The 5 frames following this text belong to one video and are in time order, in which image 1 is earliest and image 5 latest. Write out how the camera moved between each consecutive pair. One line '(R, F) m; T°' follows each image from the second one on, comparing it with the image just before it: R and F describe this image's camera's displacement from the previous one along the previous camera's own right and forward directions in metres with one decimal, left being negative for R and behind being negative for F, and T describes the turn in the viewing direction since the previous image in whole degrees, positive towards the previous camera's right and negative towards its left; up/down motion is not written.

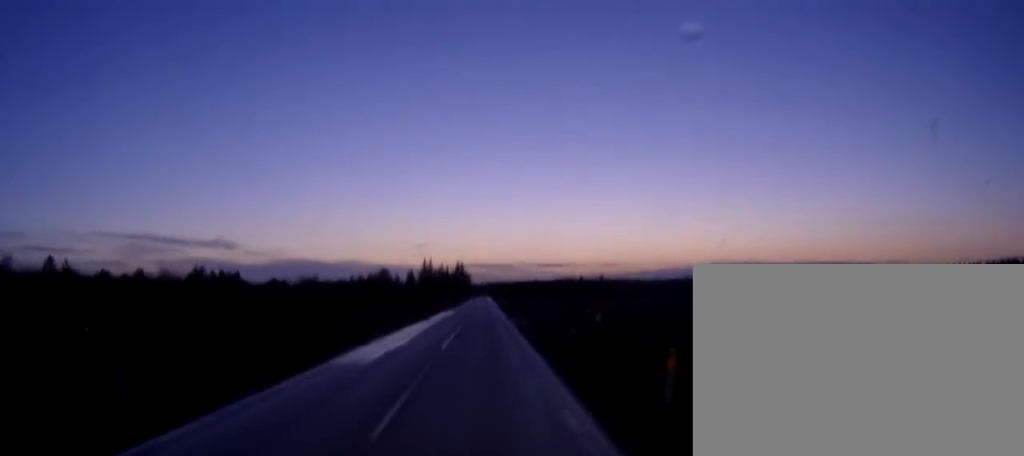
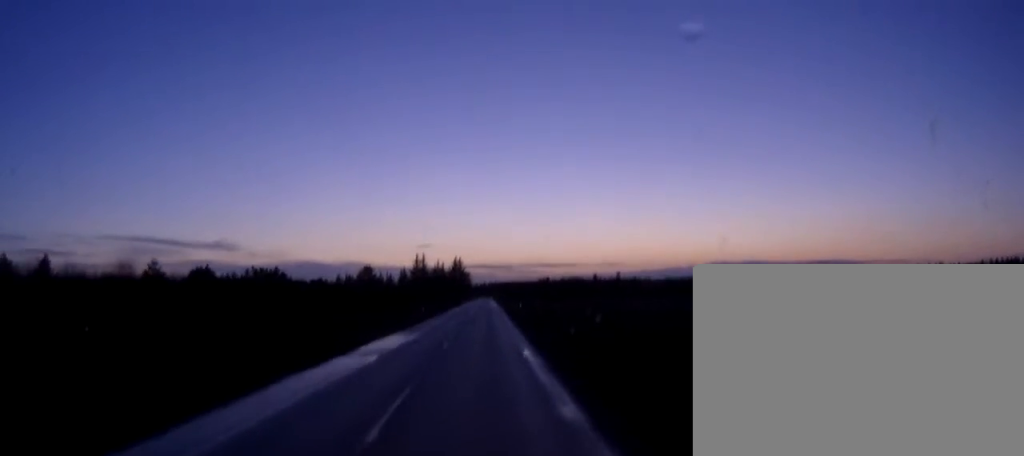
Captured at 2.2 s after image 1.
(+0.1, +44.3) m; 0°
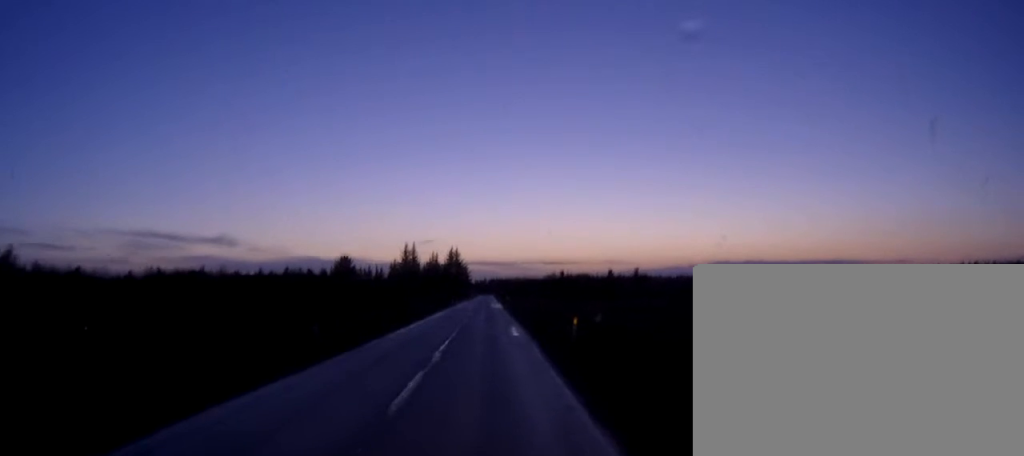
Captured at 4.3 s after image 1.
(-0.2, +41.7) m; 0°
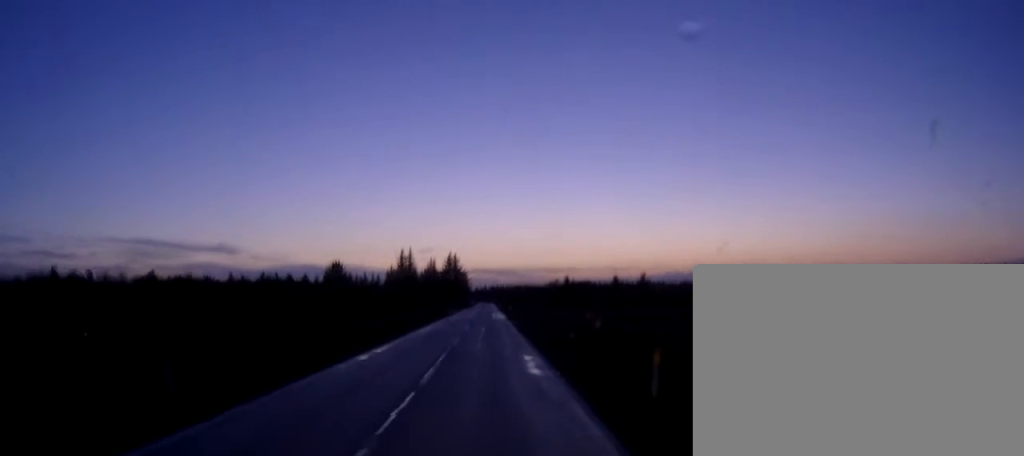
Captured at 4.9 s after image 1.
(0.0, +12.2) m; 0°
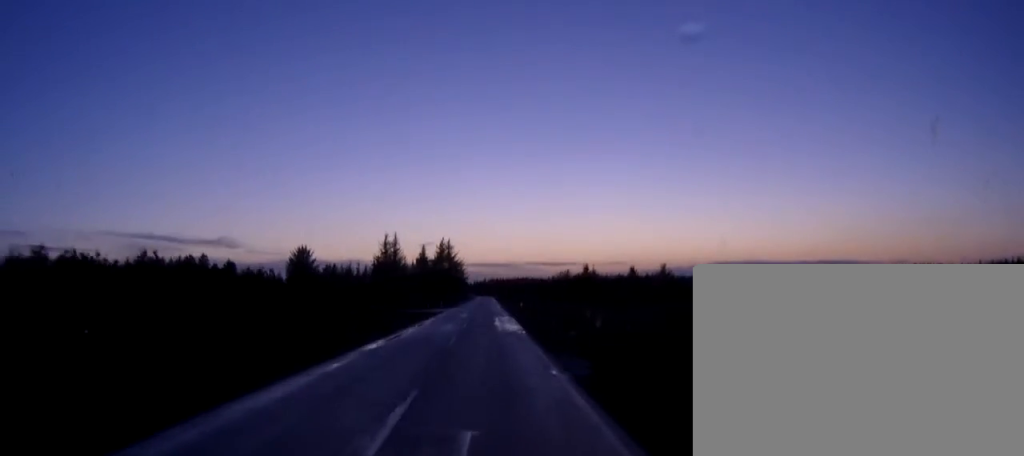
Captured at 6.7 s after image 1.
(0.0, +36.7) m; 0°
